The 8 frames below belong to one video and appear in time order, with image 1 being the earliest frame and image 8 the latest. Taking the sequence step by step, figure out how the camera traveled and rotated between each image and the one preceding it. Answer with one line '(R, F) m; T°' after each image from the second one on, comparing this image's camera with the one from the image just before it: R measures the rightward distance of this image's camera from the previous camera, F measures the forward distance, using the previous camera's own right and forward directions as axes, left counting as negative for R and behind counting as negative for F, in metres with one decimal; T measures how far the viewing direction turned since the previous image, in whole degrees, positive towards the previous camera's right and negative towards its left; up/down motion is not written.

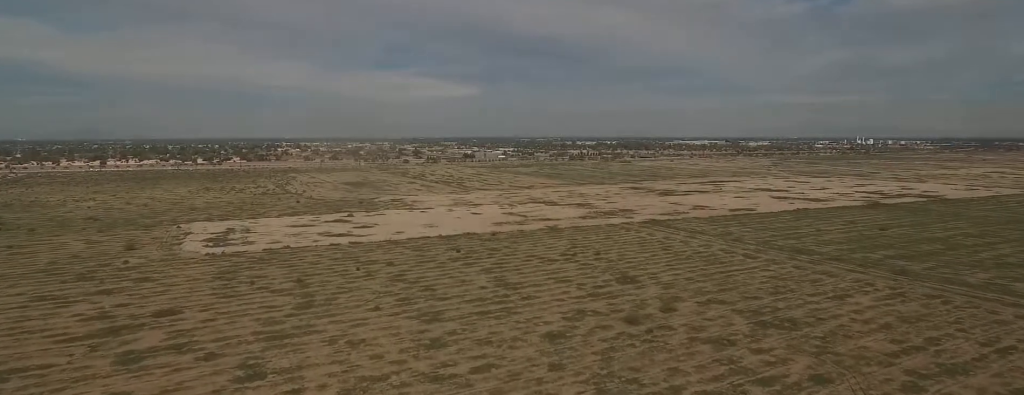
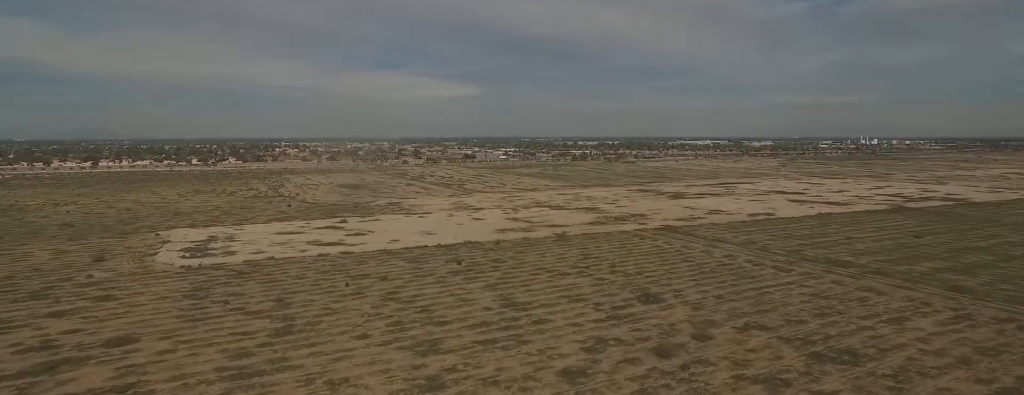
(-0.1, +23.9) m; -1°
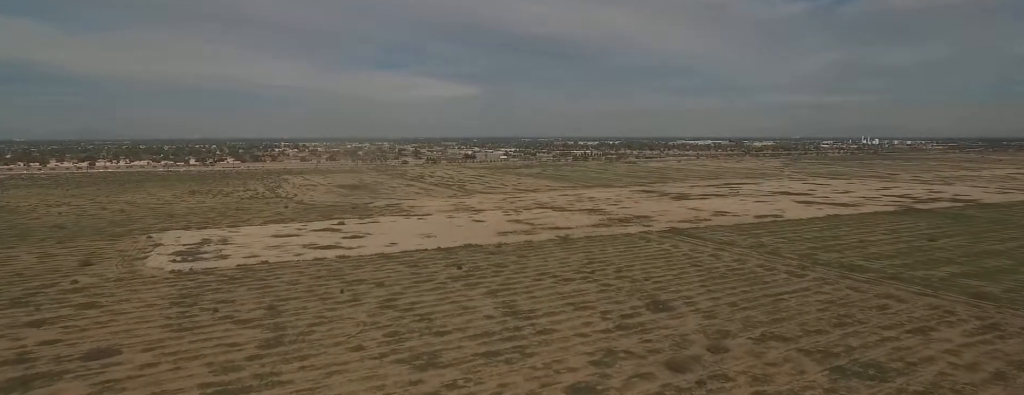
(0.0, +8.5) m; 0°
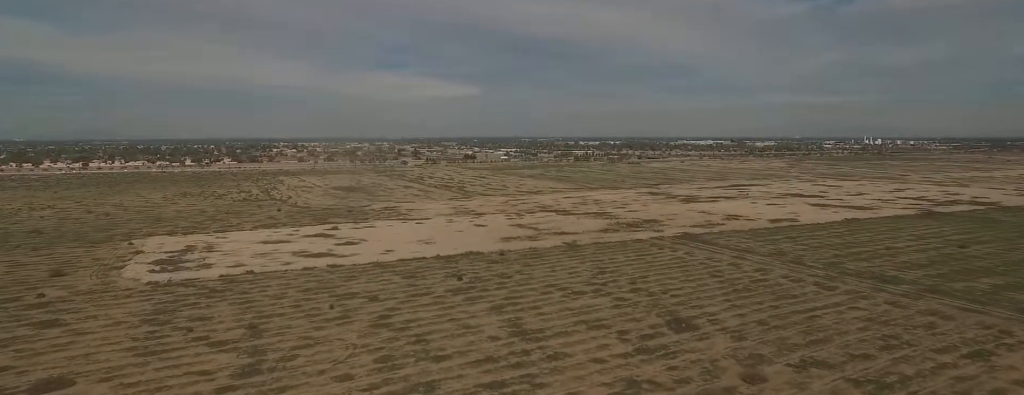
(-0.1, +17.0) m; -1°
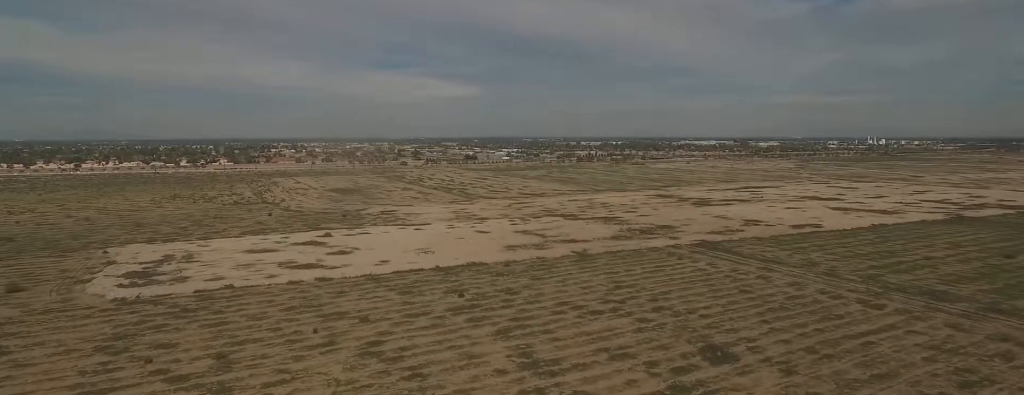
(-0.1, +21.1) m; 0°
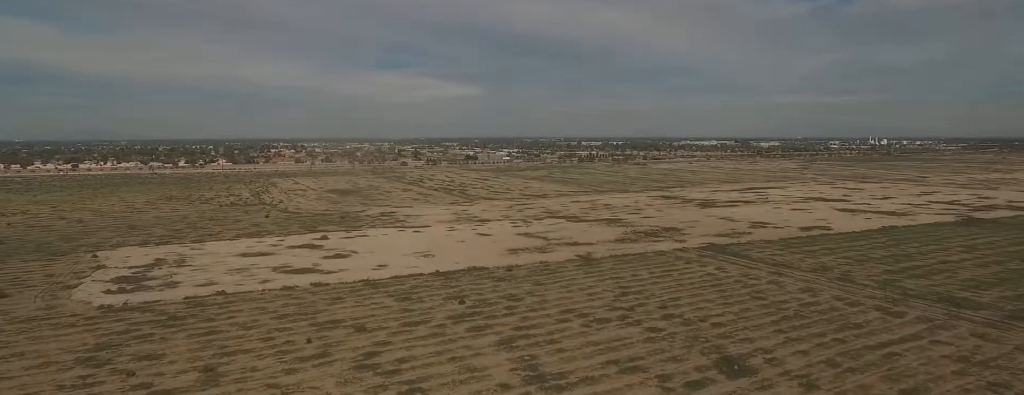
(0.0, +7.4) m; 0°
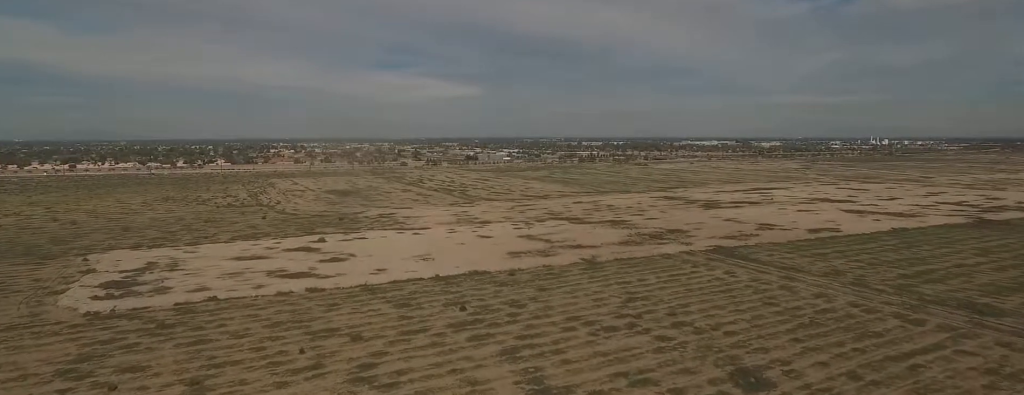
(0.0, +6.4) m; +1°
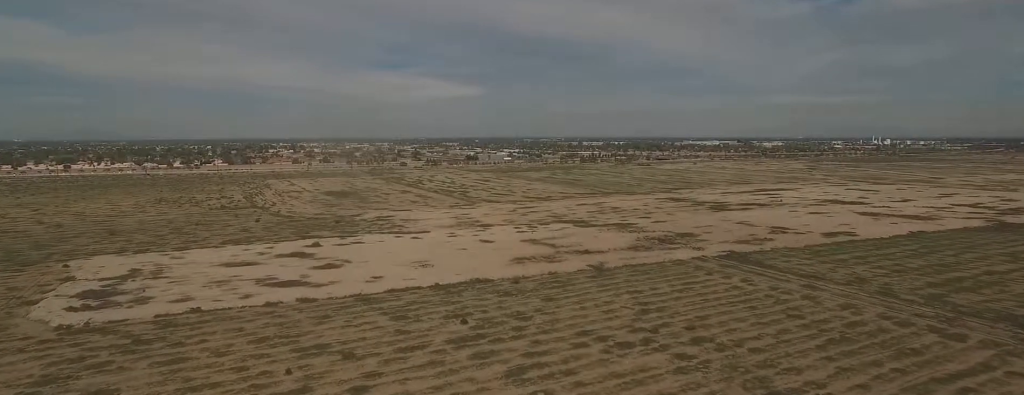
(-0.1, +10.7) m; +4°
